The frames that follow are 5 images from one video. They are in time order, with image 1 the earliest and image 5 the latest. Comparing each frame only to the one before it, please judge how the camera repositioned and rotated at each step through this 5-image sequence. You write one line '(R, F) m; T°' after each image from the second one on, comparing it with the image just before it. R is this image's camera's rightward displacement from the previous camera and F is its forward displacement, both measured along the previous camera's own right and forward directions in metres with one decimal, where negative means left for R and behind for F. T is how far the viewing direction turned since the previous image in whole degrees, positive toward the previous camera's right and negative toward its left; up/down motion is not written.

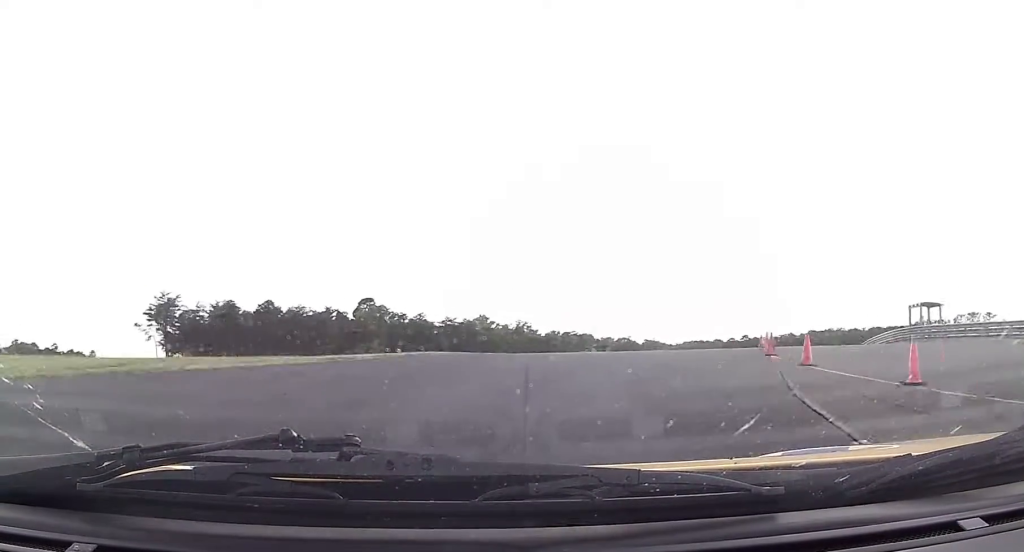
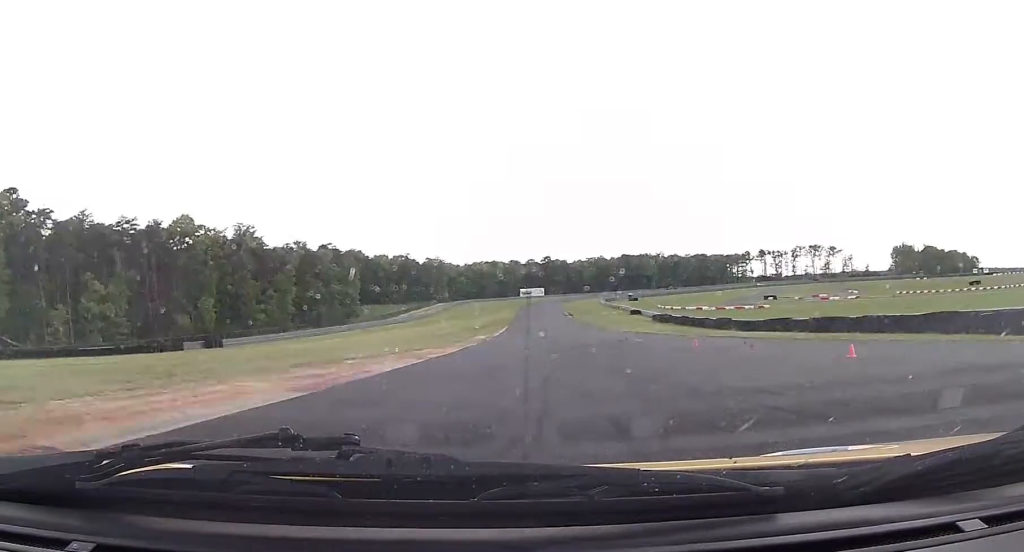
(+14.9, +58.7) m; +20°
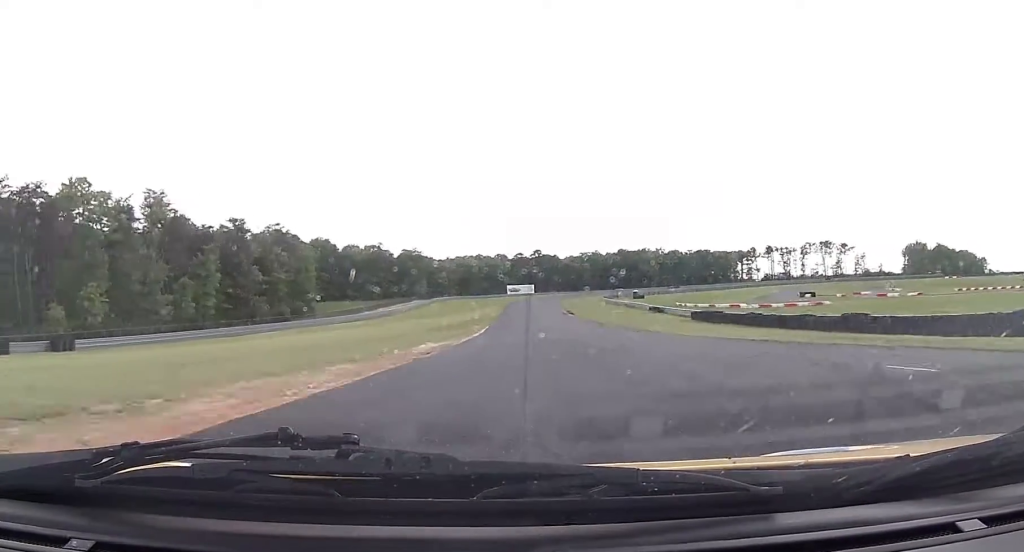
(+0.2, +29.7) m; +1°
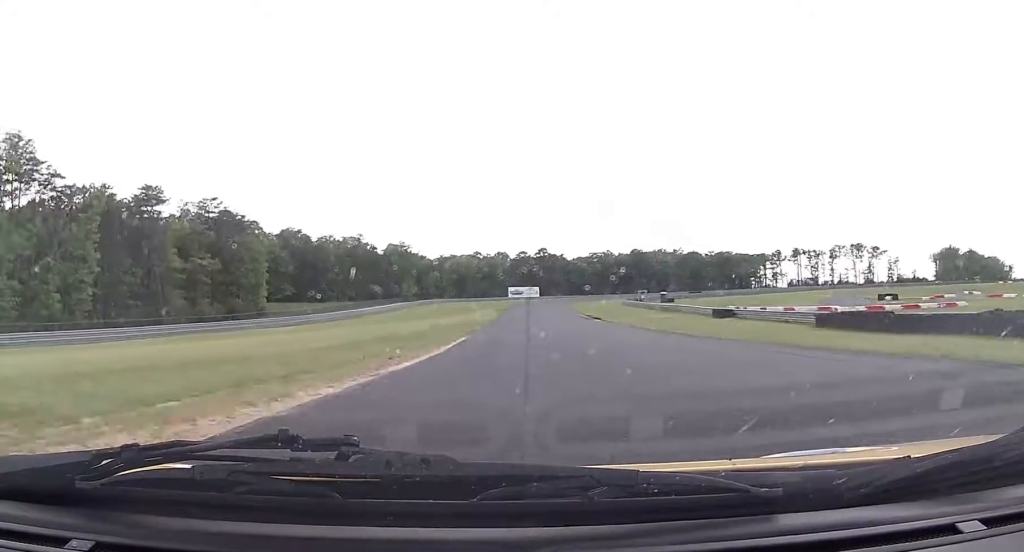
(+0.4, +31.8) m; +1°
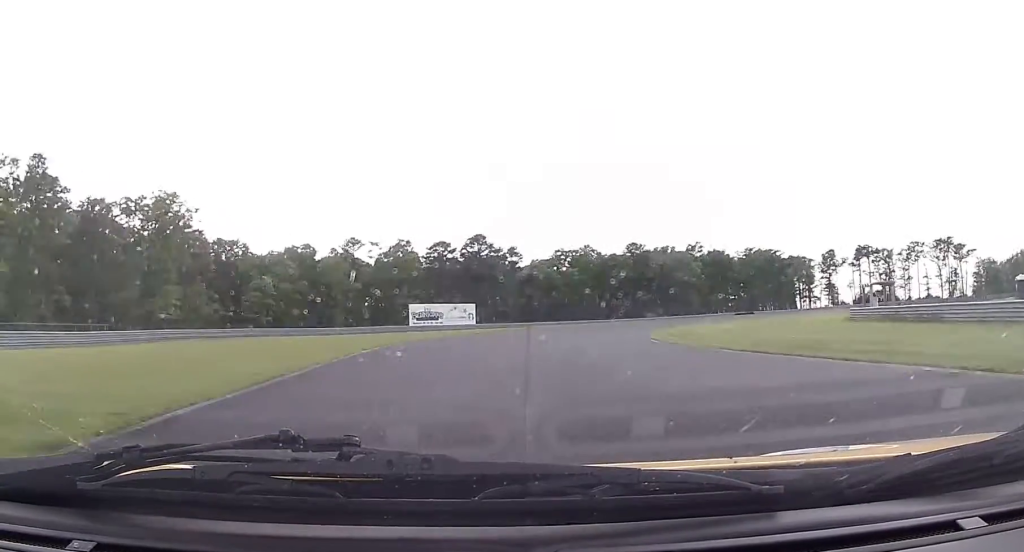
(0.0, +122.6) m; +4°
